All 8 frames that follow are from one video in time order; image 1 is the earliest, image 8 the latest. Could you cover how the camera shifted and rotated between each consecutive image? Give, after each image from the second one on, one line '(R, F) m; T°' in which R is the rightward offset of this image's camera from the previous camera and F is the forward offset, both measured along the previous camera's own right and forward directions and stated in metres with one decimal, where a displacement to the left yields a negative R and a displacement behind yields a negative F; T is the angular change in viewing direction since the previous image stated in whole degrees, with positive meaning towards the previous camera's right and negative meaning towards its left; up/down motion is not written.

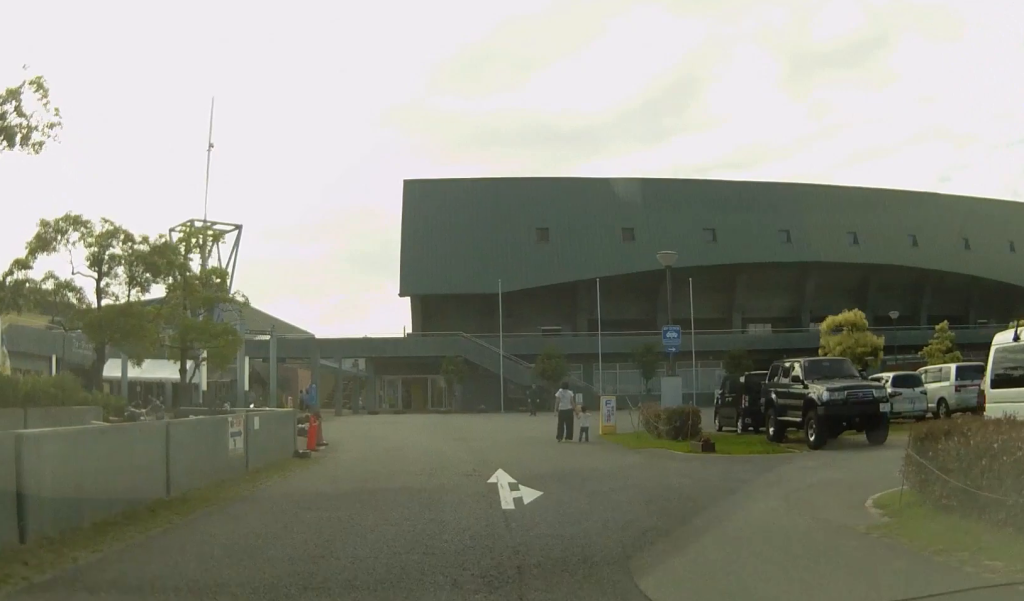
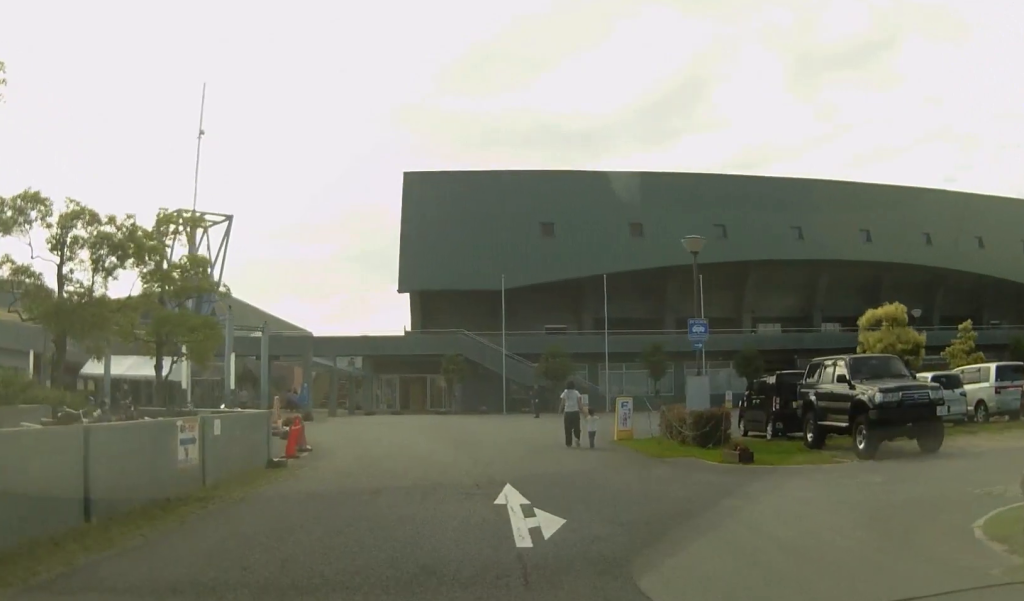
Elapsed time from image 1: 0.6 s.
(0.0, +2.3) m; +5°
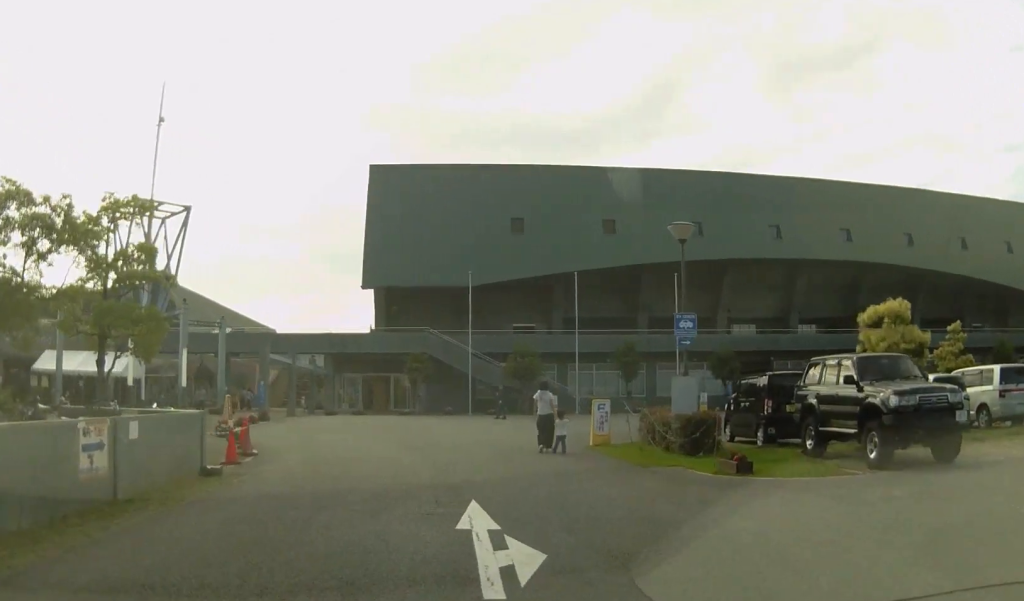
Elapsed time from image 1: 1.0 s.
(-0.1, +1.8) m; +5°
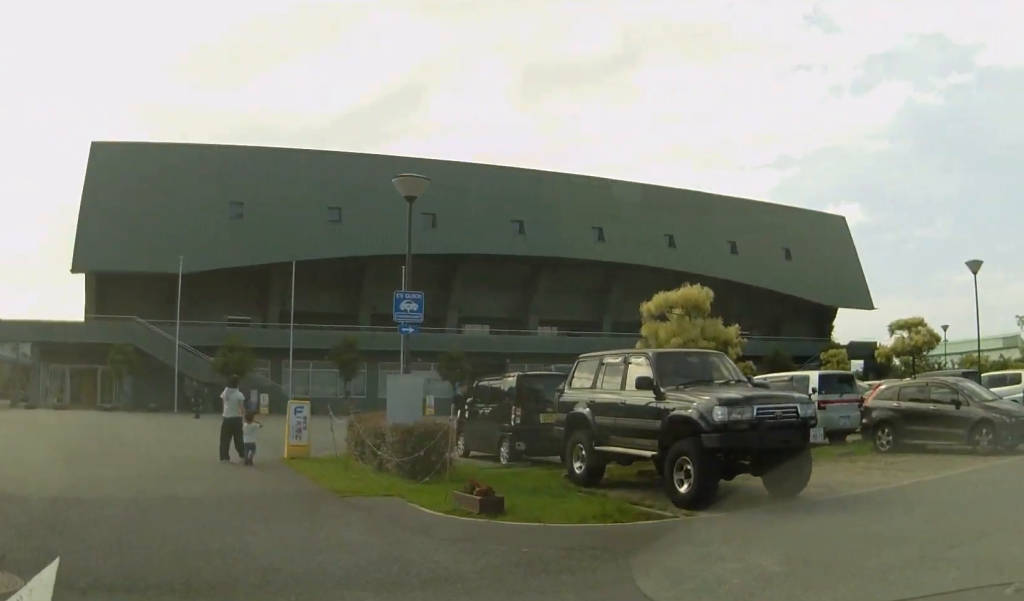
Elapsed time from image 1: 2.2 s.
(+0.7, +4.1) m; +20°
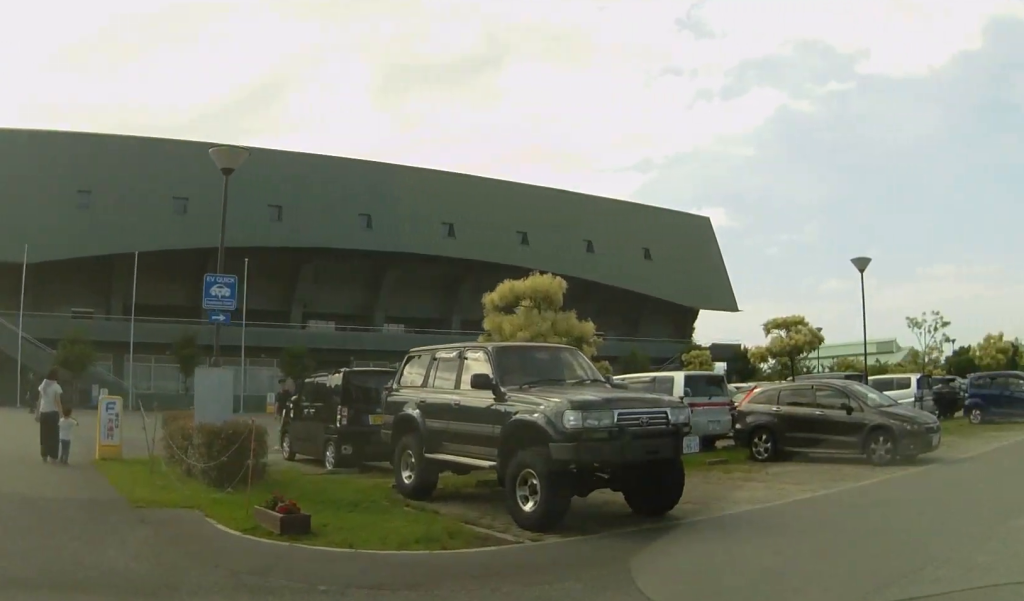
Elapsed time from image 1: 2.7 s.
(+0.2, +1.5) m; +9°
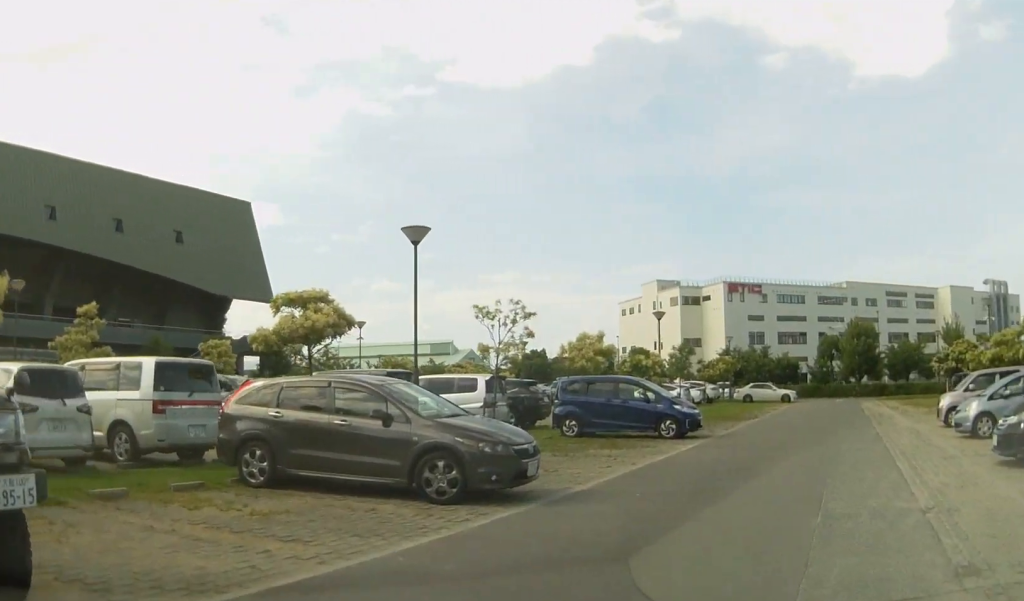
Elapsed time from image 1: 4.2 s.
(+1.2, +4.9) m; +29°
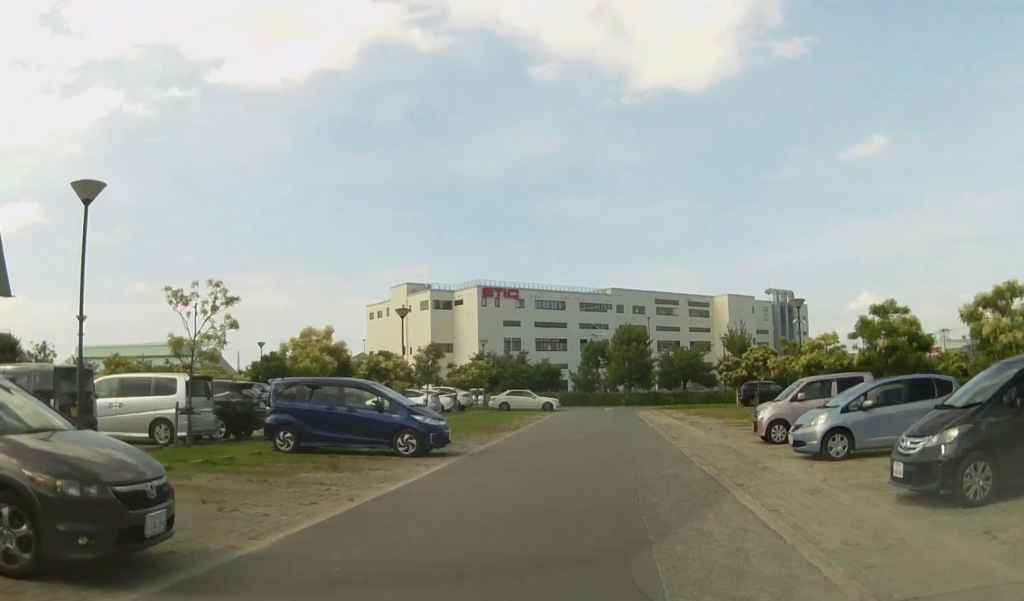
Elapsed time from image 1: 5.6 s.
(+0.9, +4.3) m; +14°
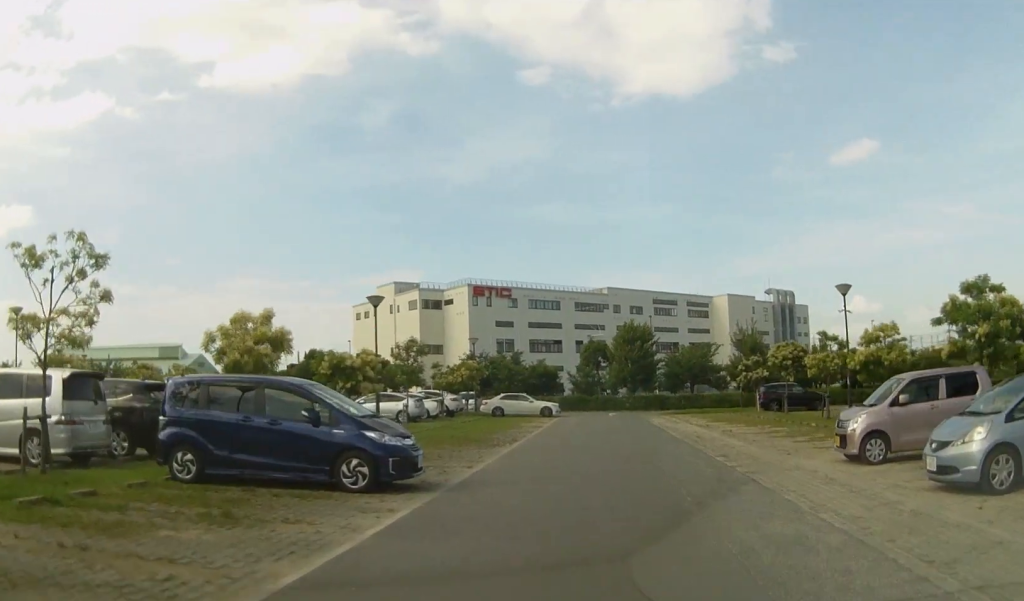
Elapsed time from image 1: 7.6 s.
(-0.3, +5.7) m; -7°
